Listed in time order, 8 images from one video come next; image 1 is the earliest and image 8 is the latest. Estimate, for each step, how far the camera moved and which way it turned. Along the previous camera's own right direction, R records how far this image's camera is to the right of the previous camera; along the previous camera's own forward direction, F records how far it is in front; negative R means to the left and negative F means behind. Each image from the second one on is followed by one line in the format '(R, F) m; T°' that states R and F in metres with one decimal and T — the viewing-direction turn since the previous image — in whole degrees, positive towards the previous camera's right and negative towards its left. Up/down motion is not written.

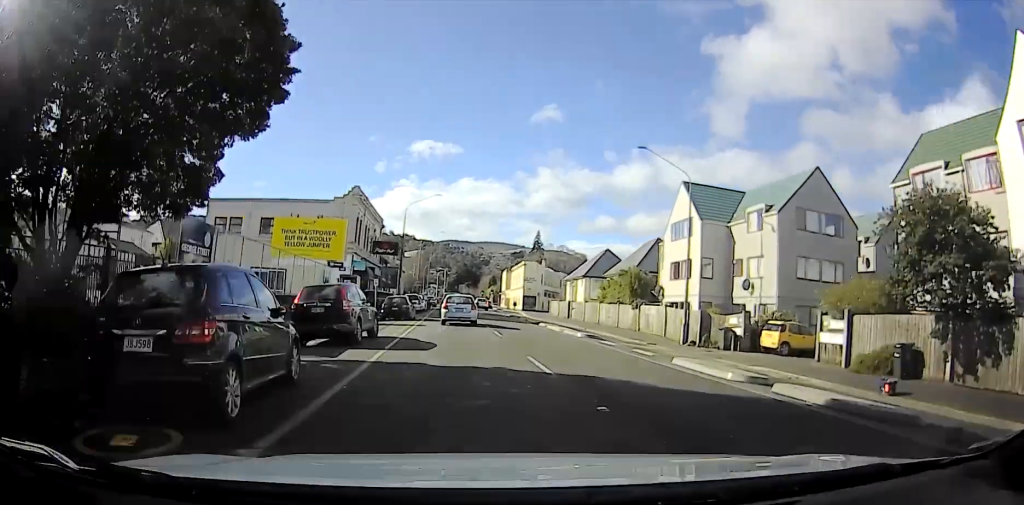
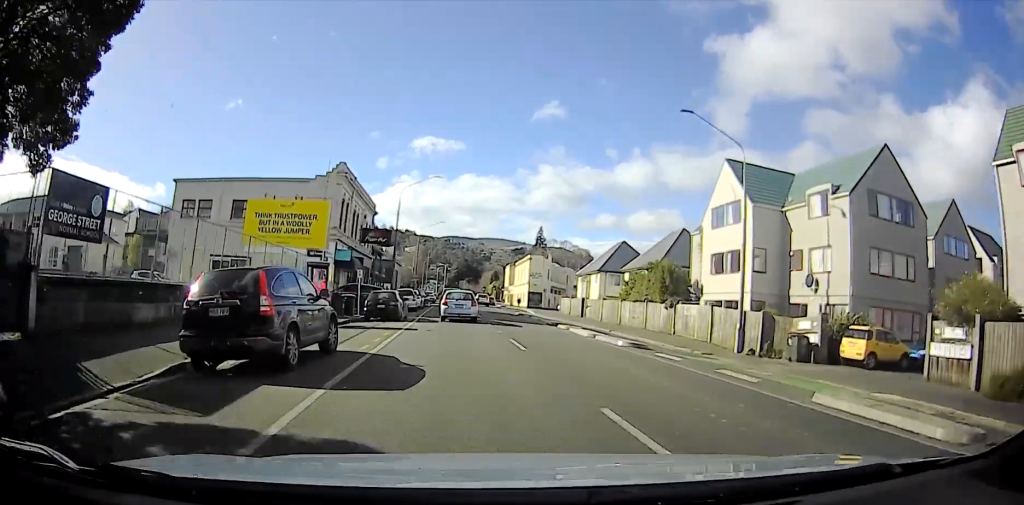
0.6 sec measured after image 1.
(-0.2, +5.8) m; -2°
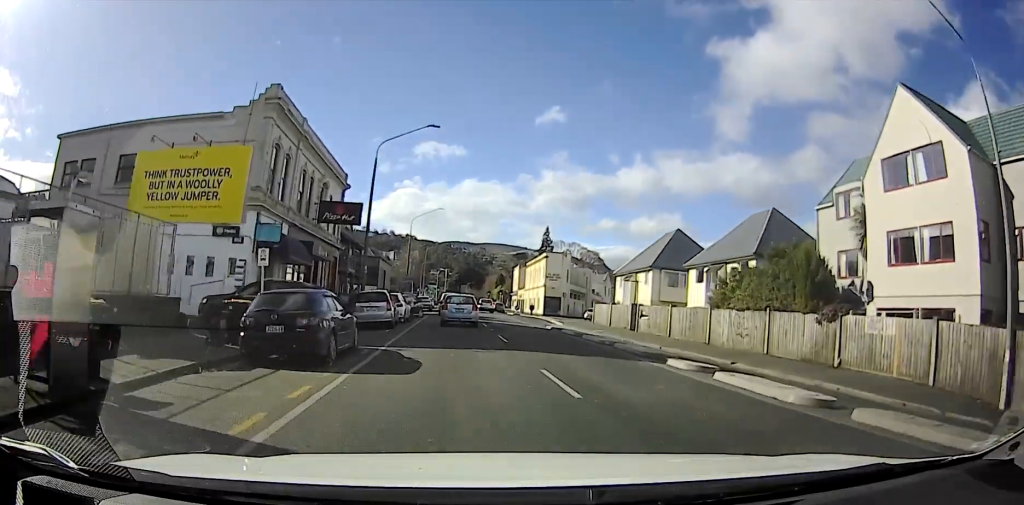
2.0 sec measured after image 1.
(-0.5, +14.9) m; 0°
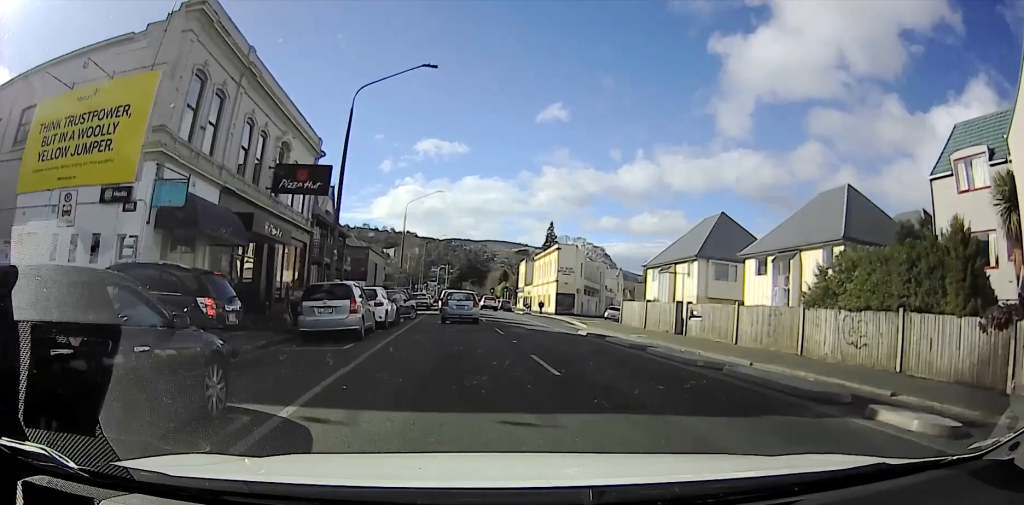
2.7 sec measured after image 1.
(+0.3, +9.6) m; +2°
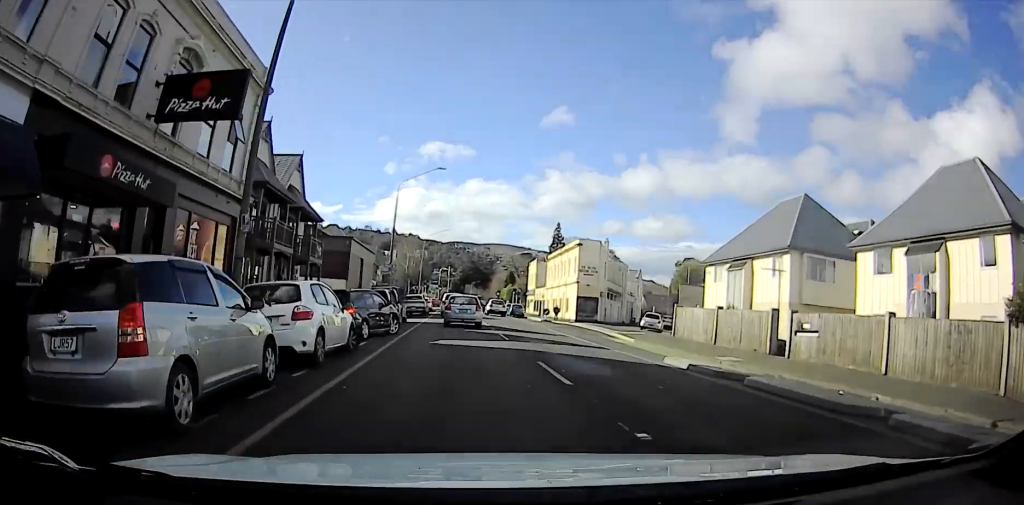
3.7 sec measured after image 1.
(+0.1, +12.5) m; 0°
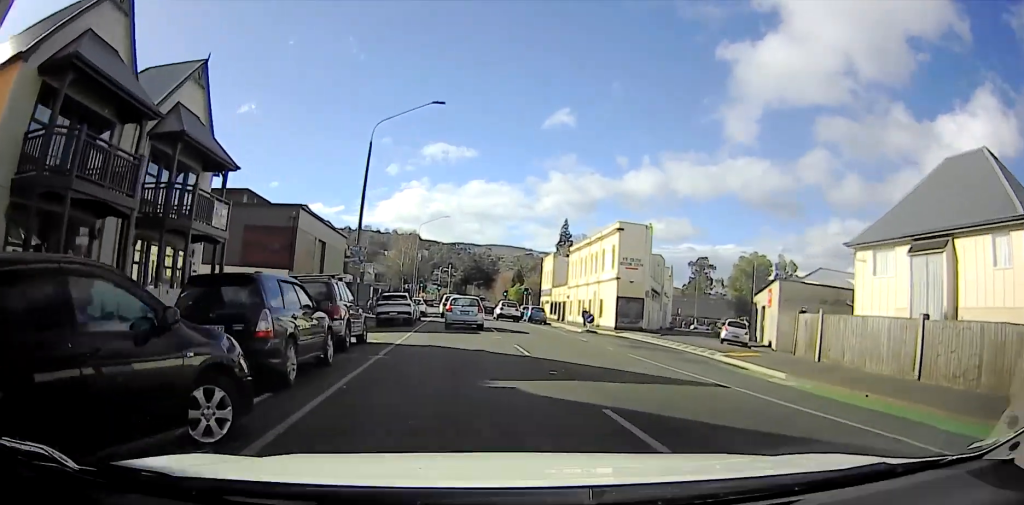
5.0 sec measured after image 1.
(-0.3, +15.9) m; -2°
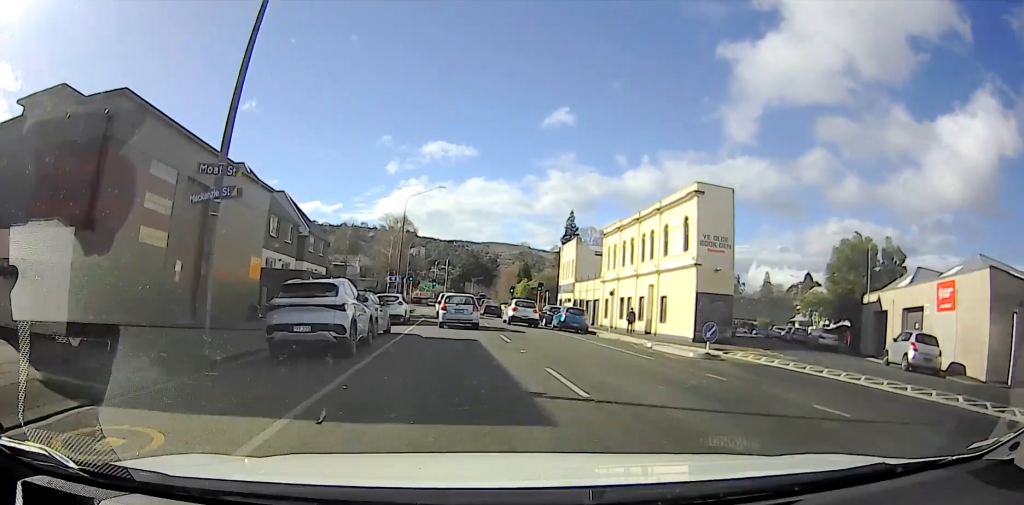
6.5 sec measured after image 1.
(0.0, +13.6) m; +1°
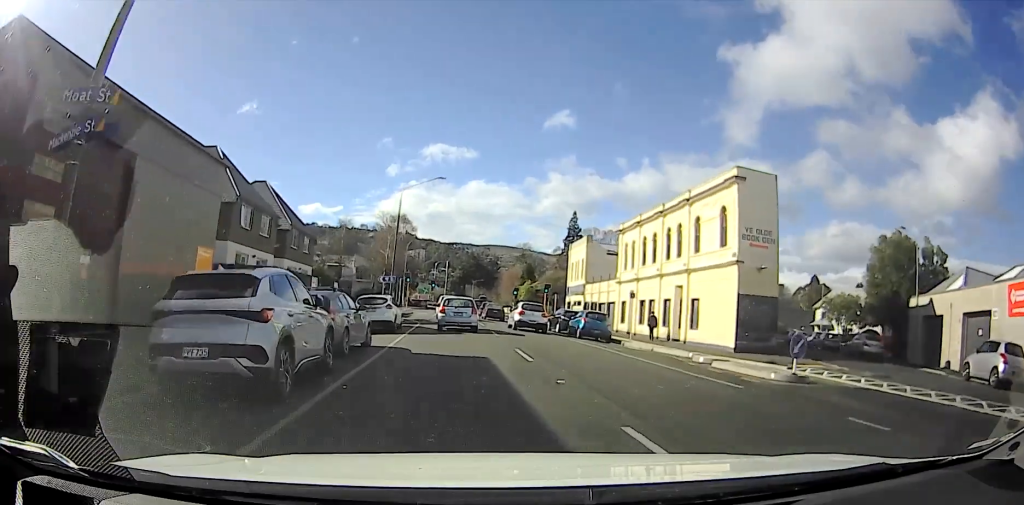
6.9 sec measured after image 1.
(0.0, +3.9) m; +1°
